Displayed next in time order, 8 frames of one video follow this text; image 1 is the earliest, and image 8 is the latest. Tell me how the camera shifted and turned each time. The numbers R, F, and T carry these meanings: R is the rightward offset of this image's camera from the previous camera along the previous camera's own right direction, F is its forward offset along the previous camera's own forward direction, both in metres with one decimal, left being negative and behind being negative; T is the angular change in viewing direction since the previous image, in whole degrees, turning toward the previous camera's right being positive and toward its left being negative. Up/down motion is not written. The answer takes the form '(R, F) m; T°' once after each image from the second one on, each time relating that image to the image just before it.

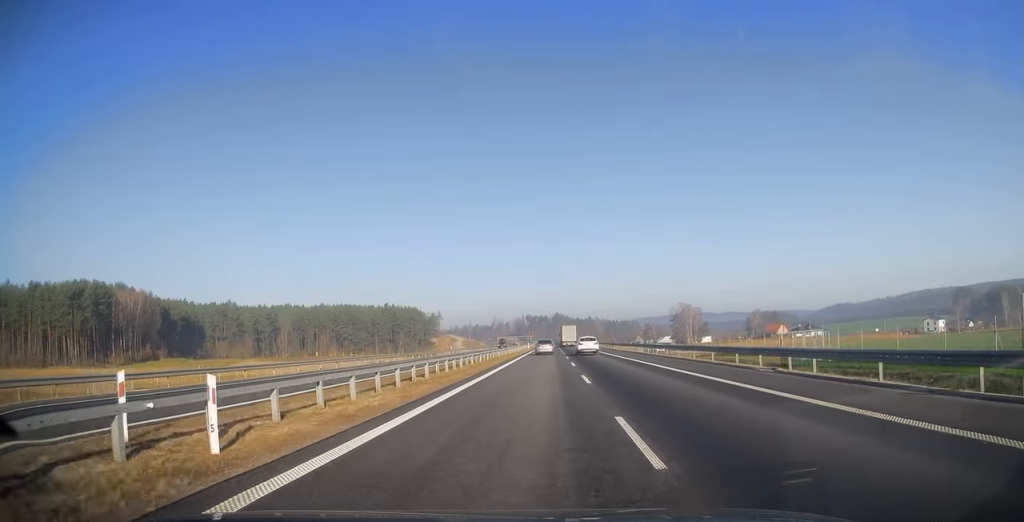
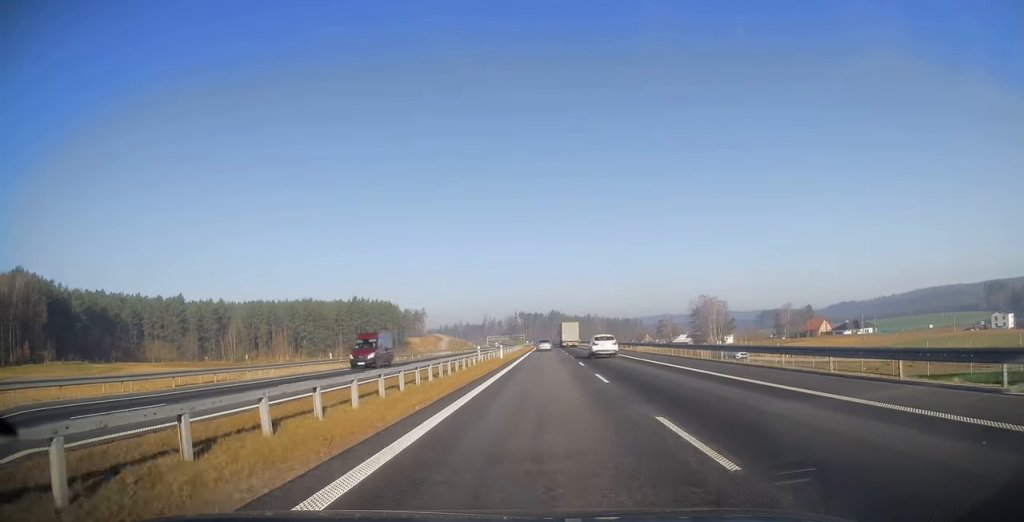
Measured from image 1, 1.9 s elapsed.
(+1.1, +60.1) m; +1°
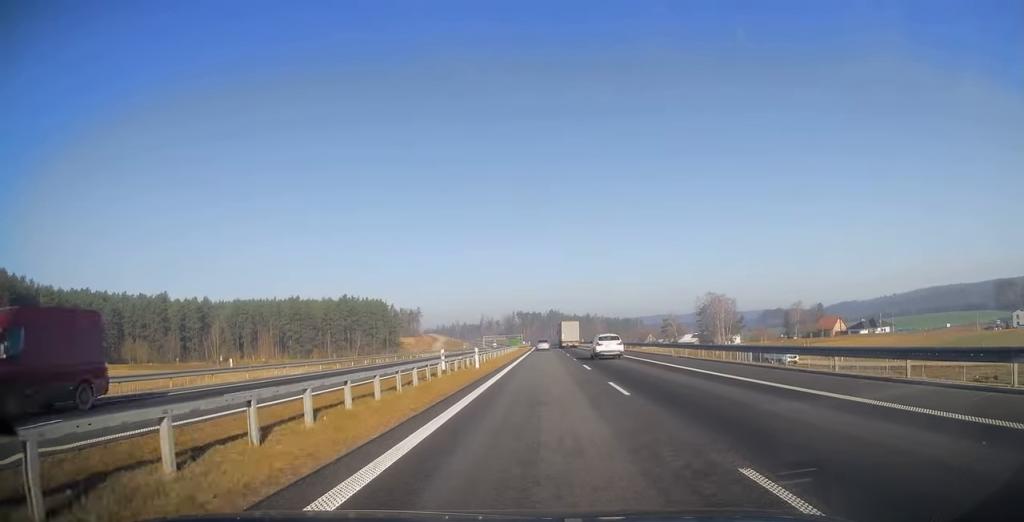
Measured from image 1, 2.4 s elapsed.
(-0.2, +16.2) m; 0°
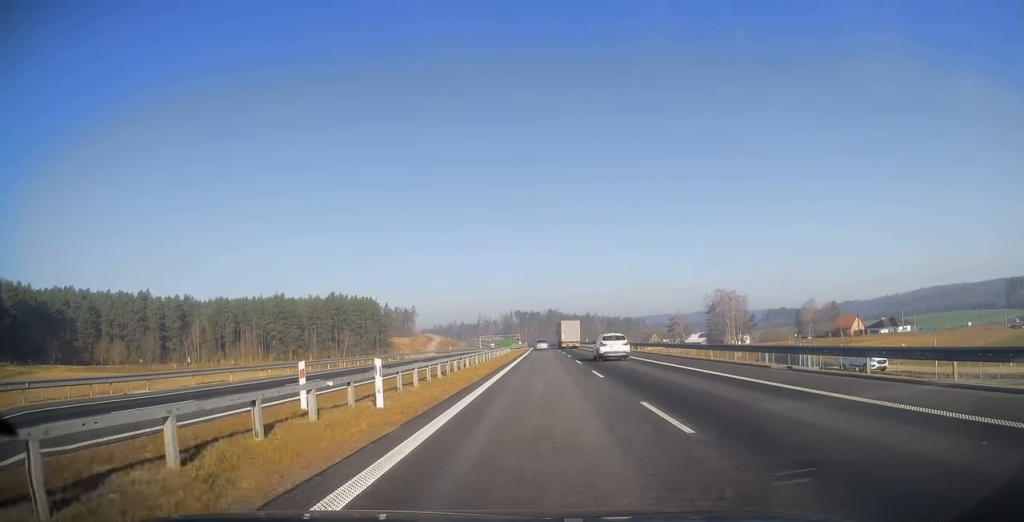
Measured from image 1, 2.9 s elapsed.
(-0.2, +17.9) m; 0°
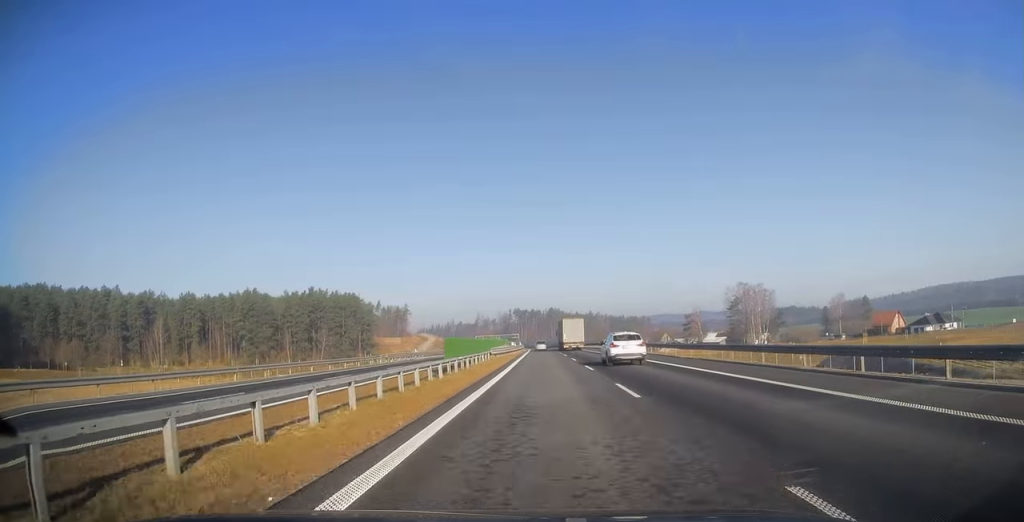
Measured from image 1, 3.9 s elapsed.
(+0.4, +31.6) m; +1°
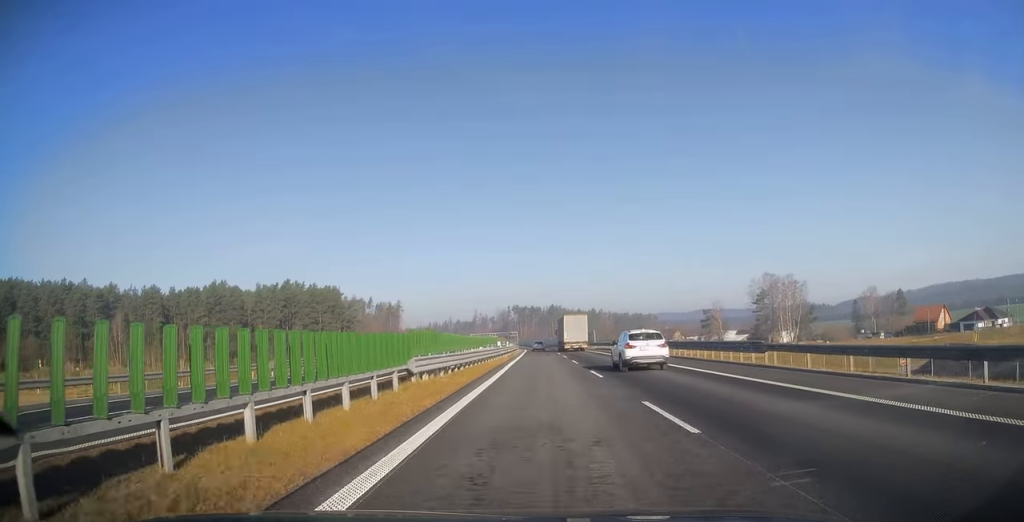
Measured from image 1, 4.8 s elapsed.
(0.0, +29.4) m; -1°
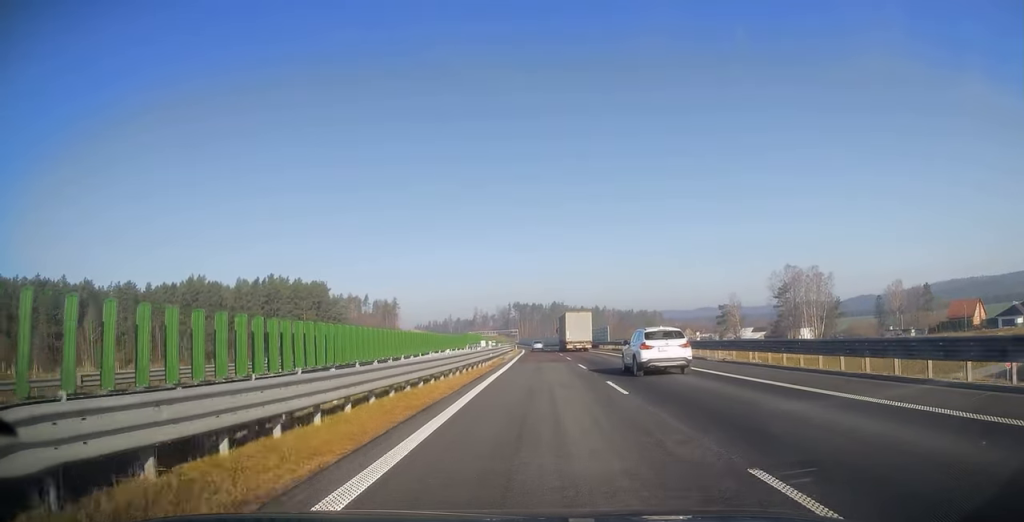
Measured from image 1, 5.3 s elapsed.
(-0.2, +18.5) m; 0°
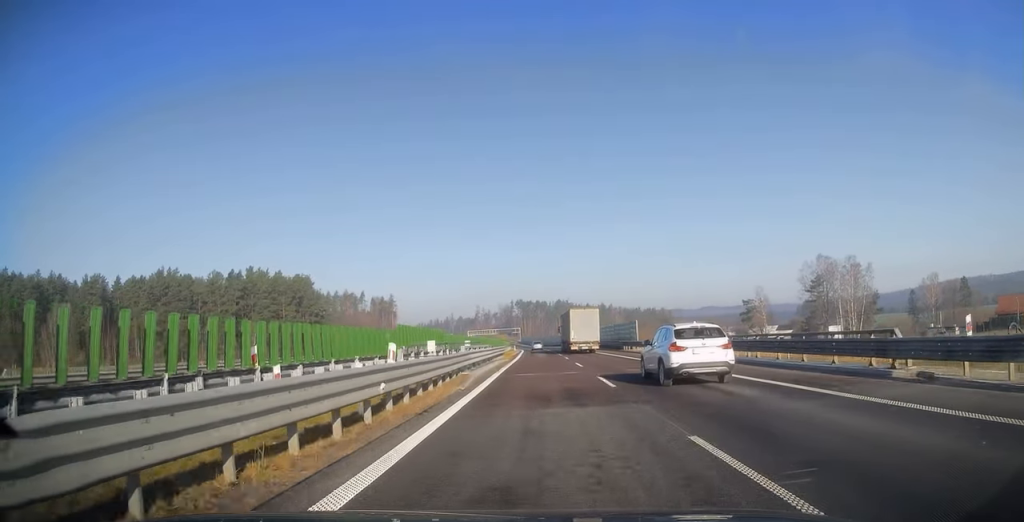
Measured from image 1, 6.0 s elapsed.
(-0.1, +22.3) m; 0°
